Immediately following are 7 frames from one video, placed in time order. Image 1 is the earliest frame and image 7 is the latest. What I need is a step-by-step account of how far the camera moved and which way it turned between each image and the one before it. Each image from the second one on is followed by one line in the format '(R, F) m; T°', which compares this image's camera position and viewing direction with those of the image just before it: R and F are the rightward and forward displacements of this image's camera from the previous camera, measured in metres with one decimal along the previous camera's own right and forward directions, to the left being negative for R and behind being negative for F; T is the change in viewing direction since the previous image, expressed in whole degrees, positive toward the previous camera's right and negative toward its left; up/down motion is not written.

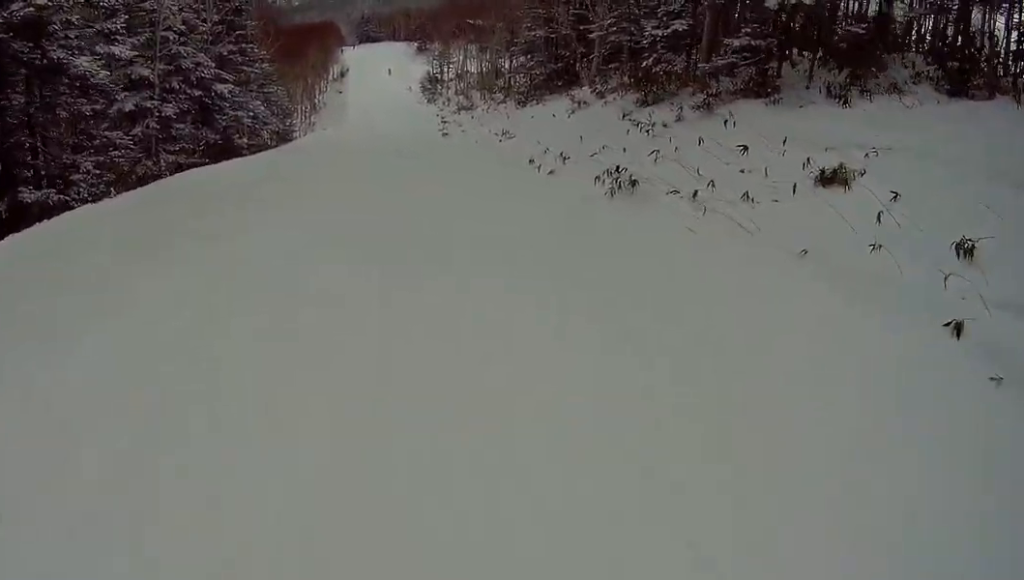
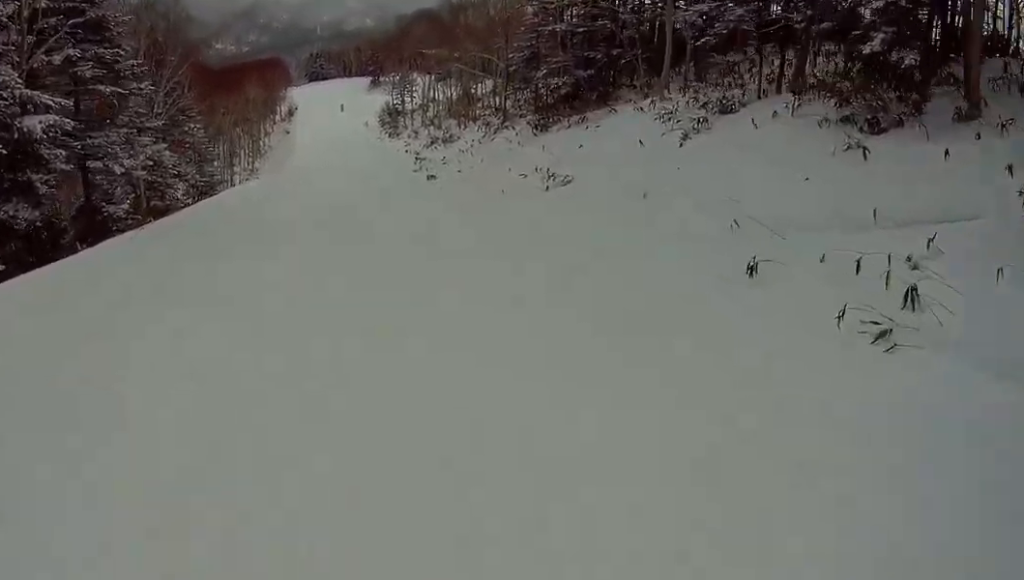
(+0.9, +11.6) m; -5°
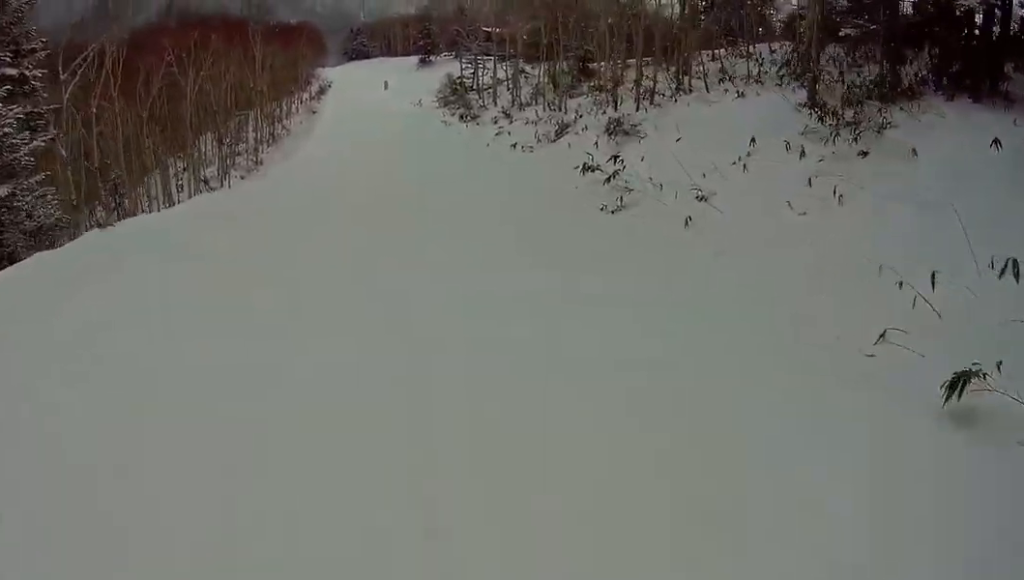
(-4.7, +18.1) m; -10°
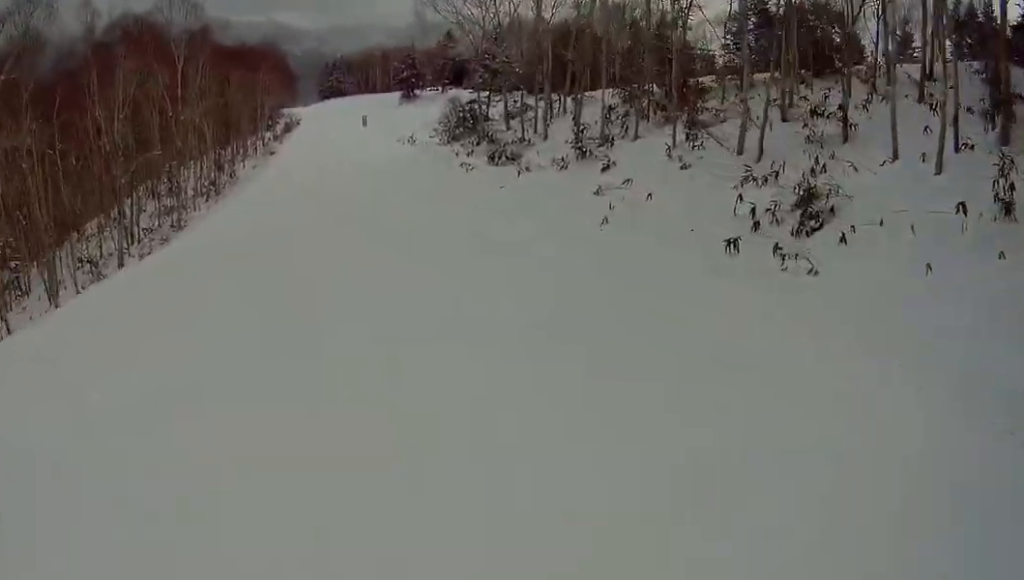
(+1.4, +13.7) m; +2°
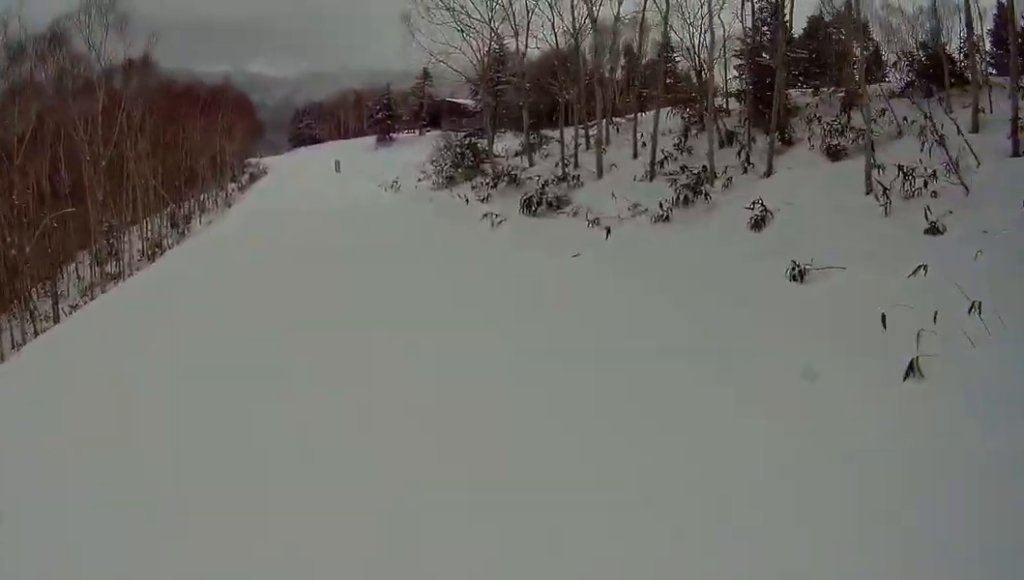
(-0.3, +7.3) m; -4°
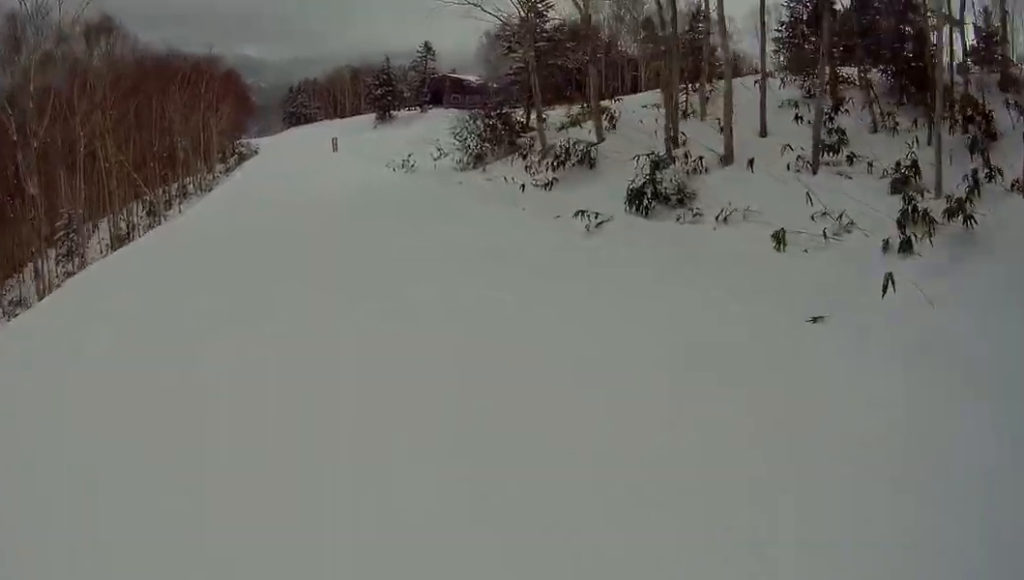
(+0.2, +5.9) m; -4°
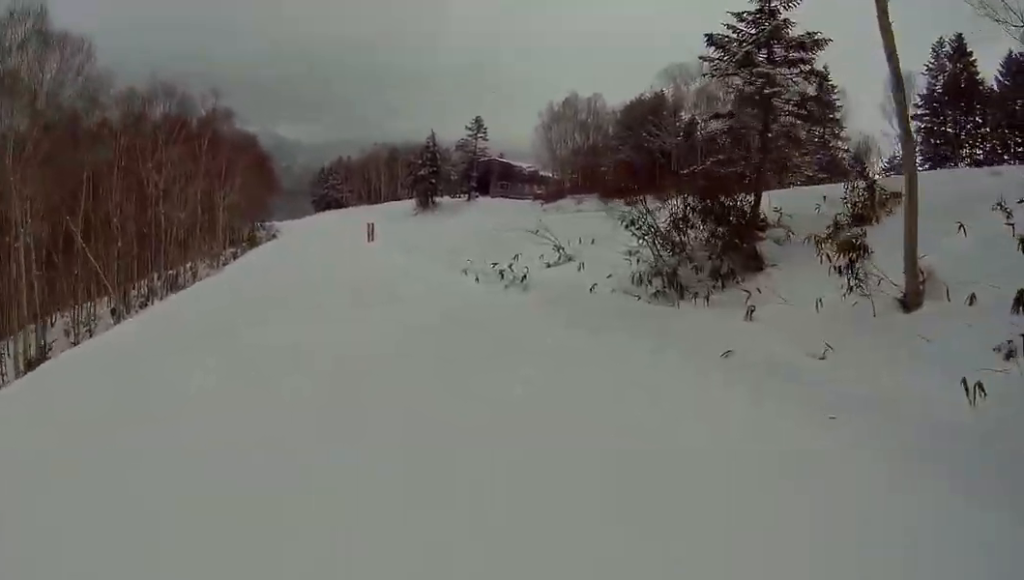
(-1.4, +13.5) m; -10°
